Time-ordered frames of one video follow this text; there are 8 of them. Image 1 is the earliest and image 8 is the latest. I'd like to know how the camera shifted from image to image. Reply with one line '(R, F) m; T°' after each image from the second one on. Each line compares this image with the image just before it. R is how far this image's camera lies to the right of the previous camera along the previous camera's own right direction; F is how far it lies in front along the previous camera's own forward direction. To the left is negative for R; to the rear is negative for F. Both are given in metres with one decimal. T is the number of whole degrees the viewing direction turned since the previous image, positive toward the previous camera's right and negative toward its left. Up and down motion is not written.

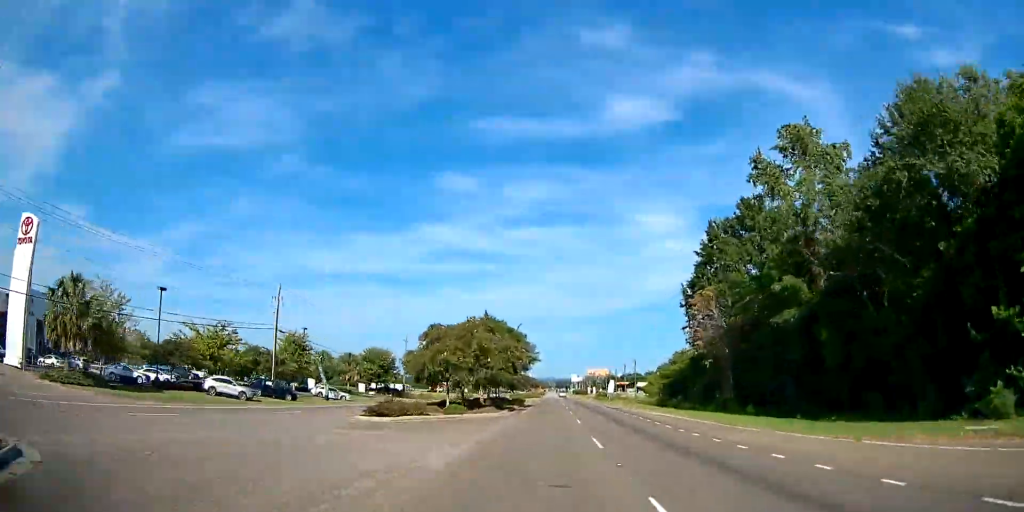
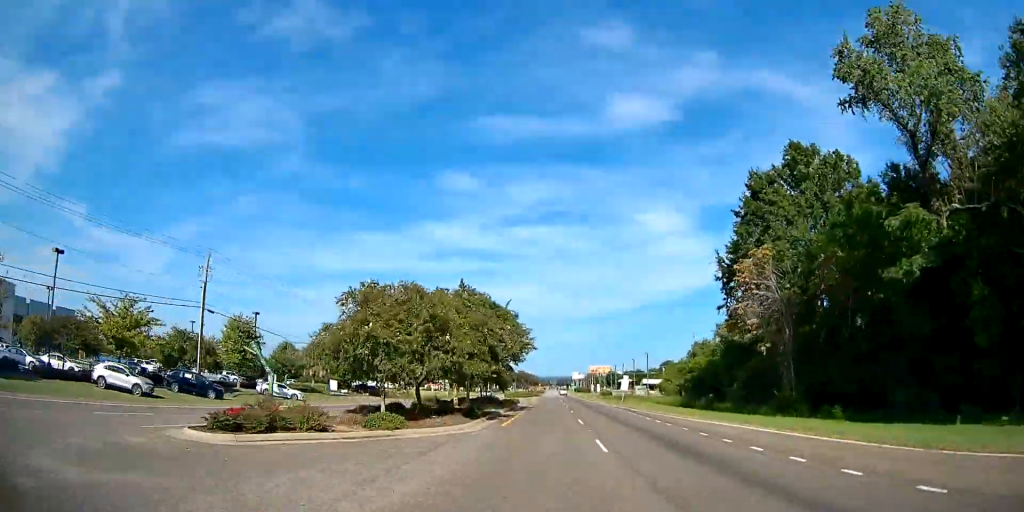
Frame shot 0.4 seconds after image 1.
(0.0, +13.3) m; 0°
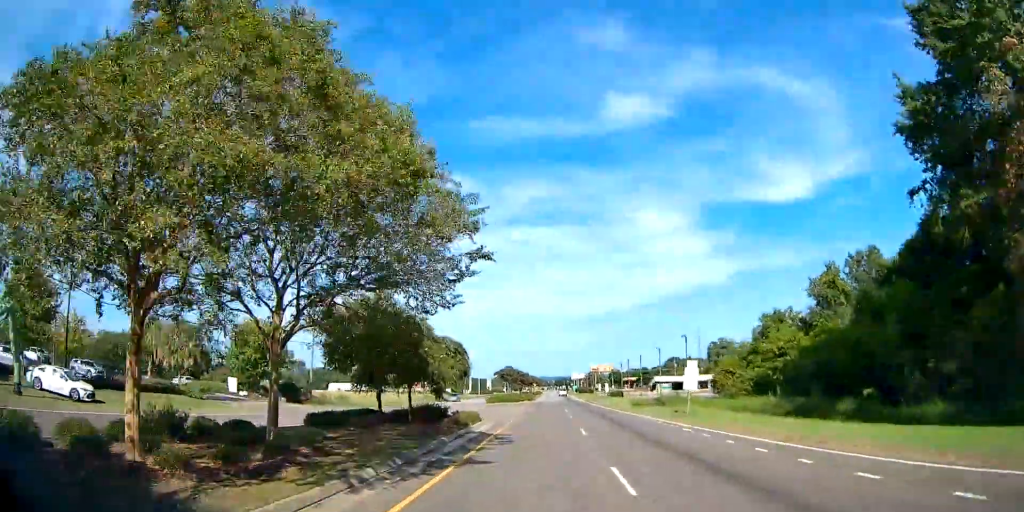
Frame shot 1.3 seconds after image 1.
(0.0, +28.8) m; 0°
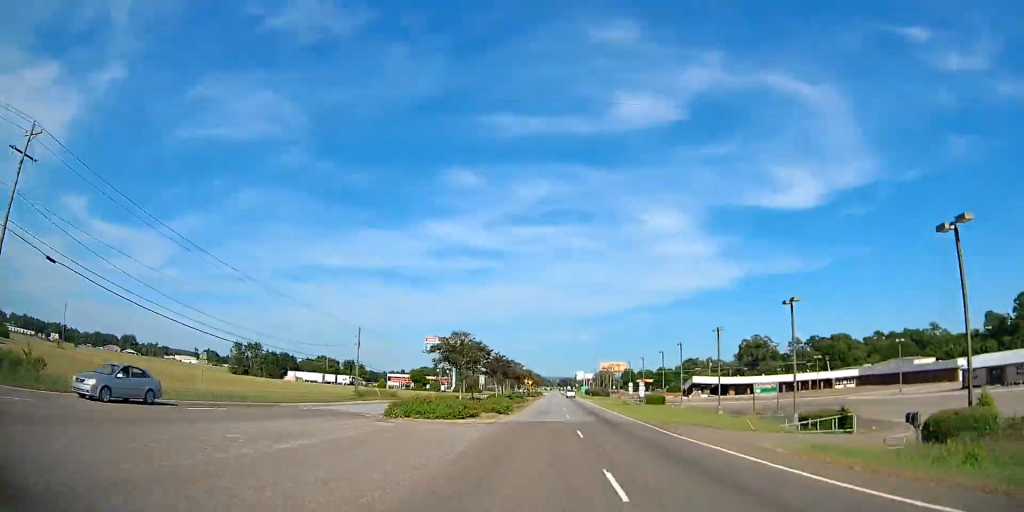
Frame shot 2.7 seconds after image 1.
(-0.1, +46.4) m; 0°
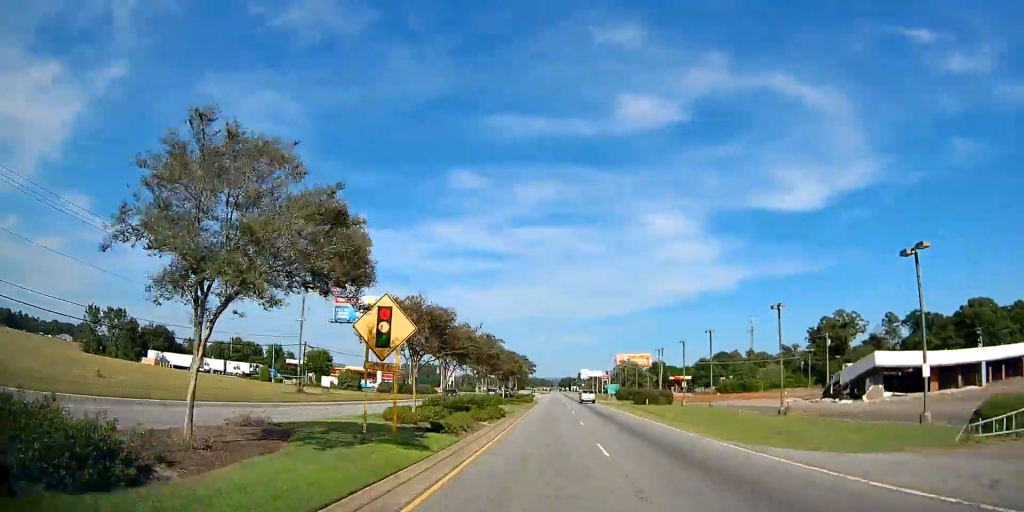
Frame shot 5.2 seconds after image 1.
(+0.6, +82.4) m; +1°
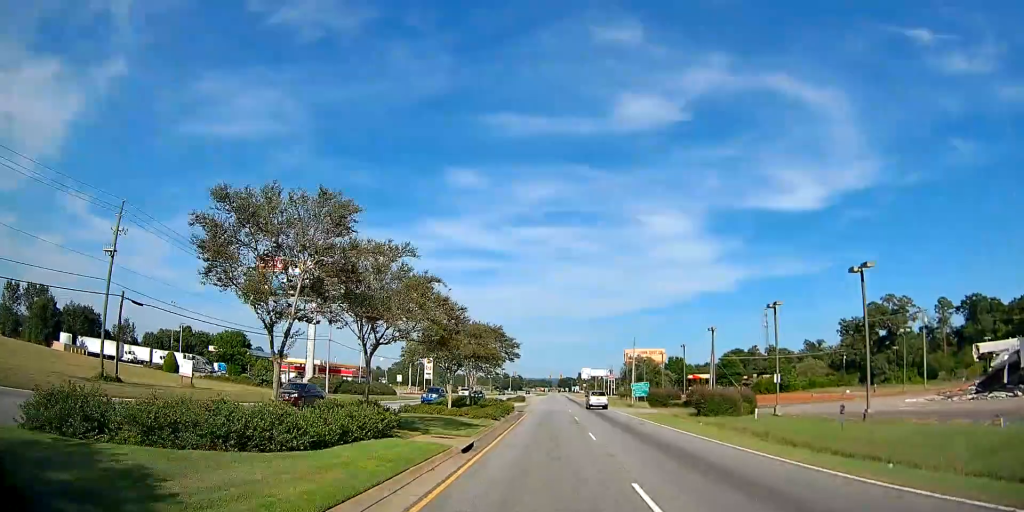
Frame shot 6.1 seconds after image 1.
(0.0, +31.8) m; 0°
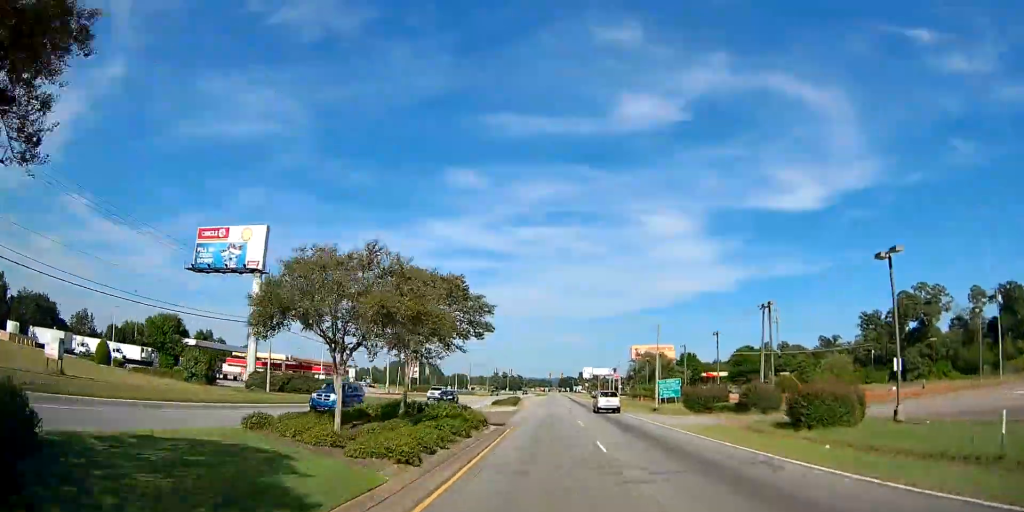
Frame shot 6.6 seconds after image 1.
(0.0, +16.4) m; 0°
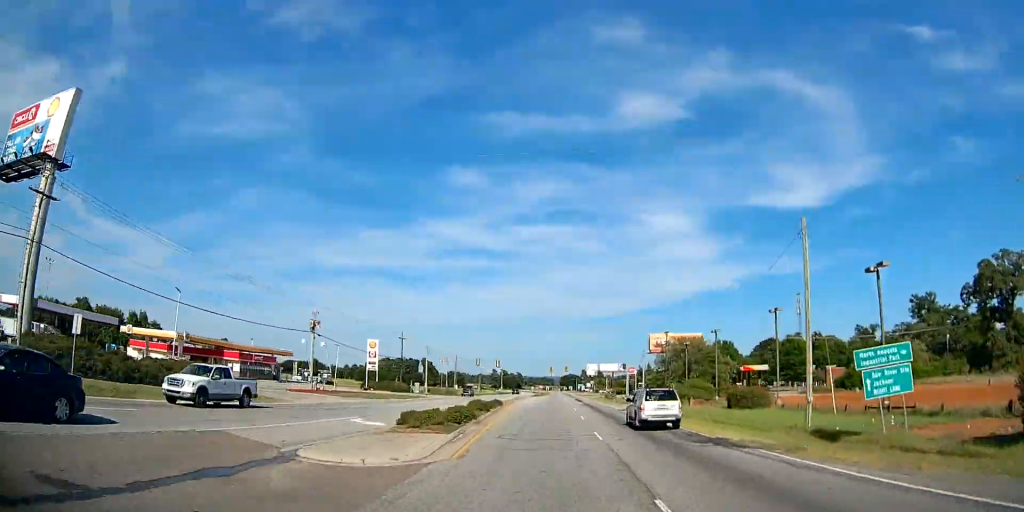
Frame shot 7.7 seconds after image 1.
(0.0, +33.7) m; 0°
